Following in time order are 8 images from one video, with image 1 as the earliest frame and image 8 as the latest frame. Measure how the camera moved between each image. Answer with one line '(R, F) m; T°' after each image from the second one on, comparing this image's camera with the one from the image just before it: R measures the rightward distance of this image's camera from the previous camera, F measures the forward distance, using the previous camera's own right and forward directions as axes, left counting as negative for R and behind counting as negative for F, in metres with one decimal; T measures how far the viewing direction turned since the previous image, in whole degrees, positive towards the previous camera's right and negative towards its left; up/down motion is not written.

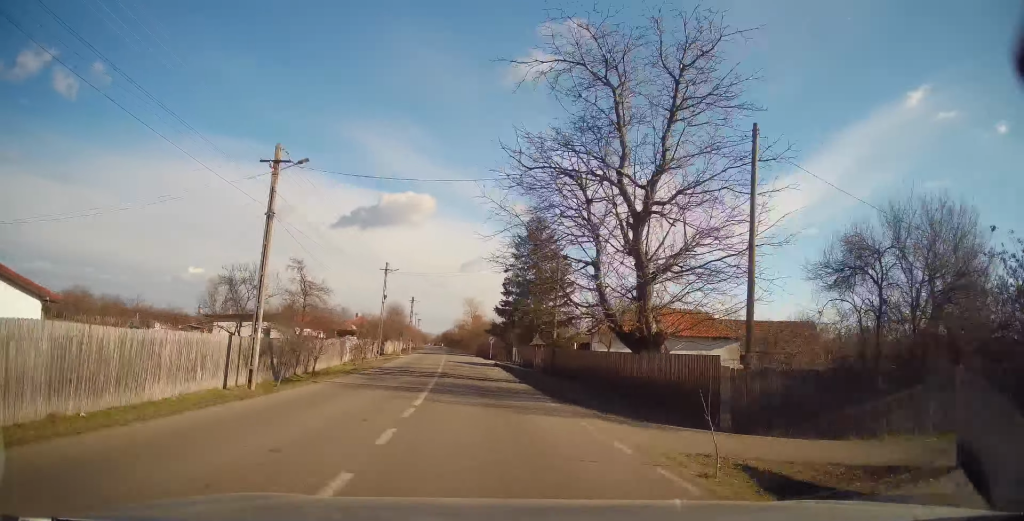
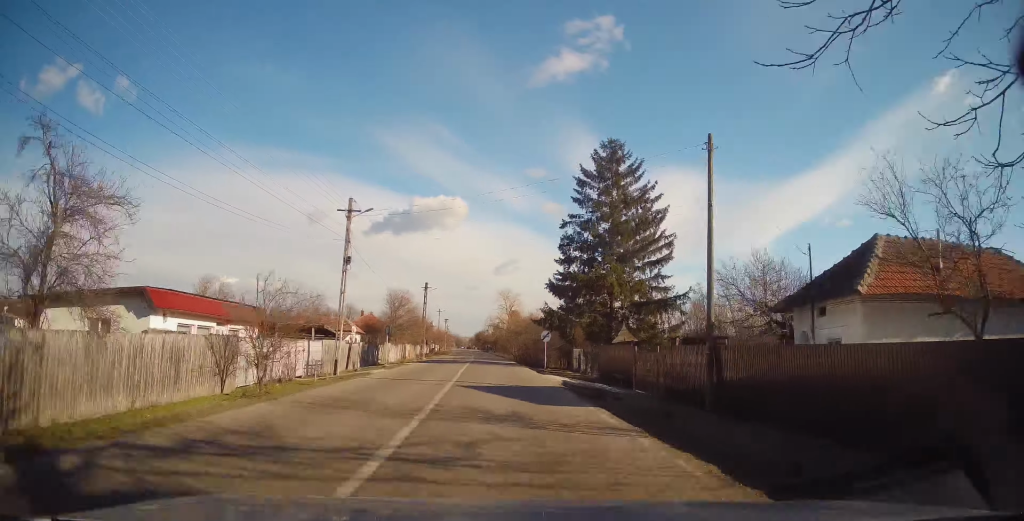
(-2.1, +21.4) m; -6°
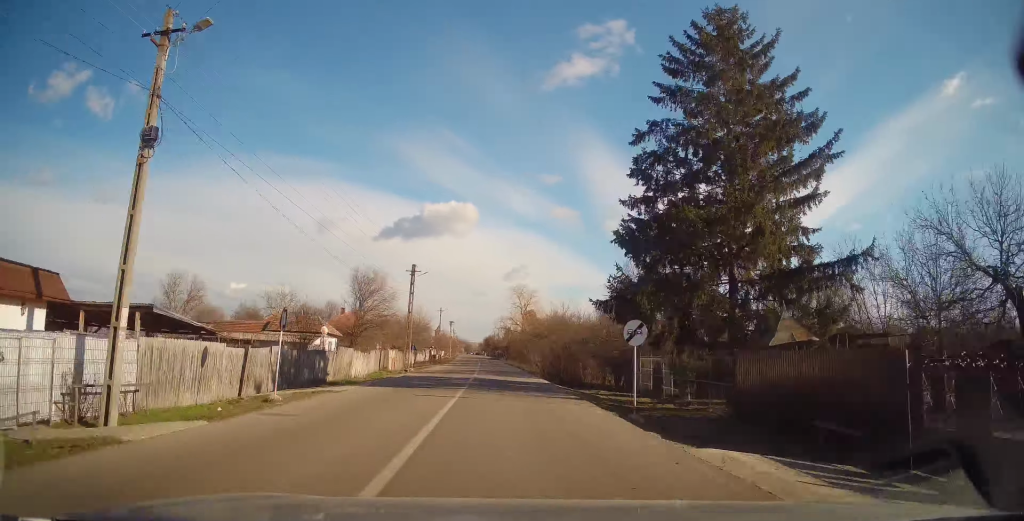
(0.0, +16.1) m; 0°
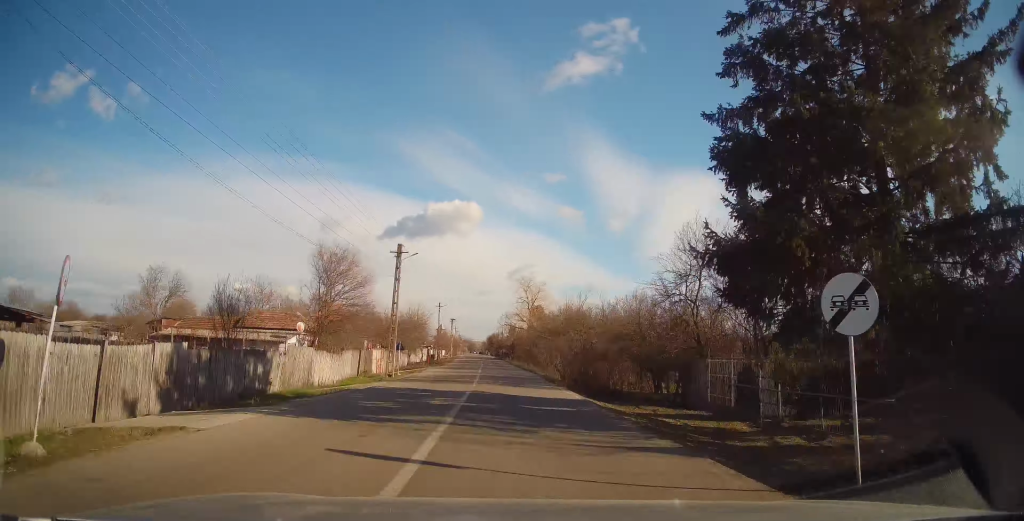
(0.0, +7.3) m; 0°
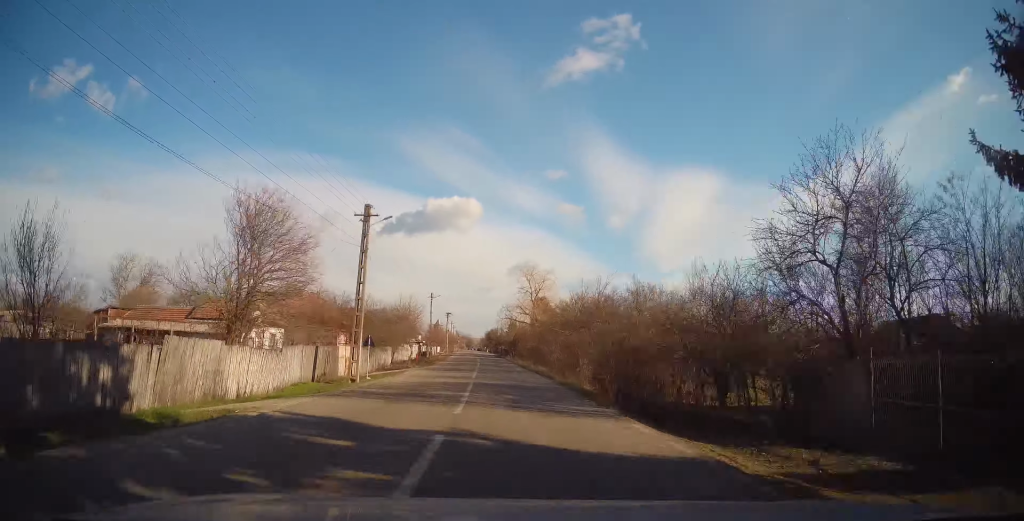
(0.0, +8.5) m; 0°
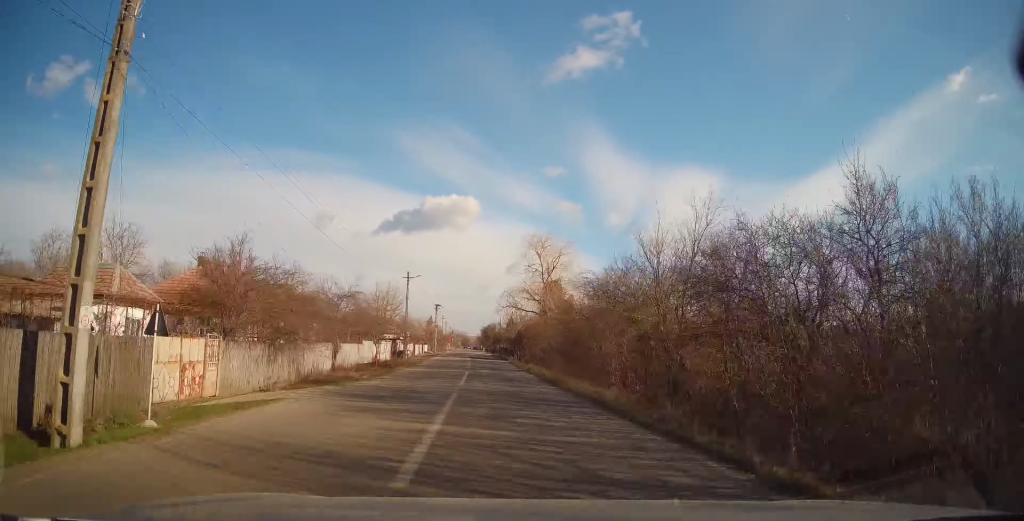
(0.0, +17.5) m; 0°
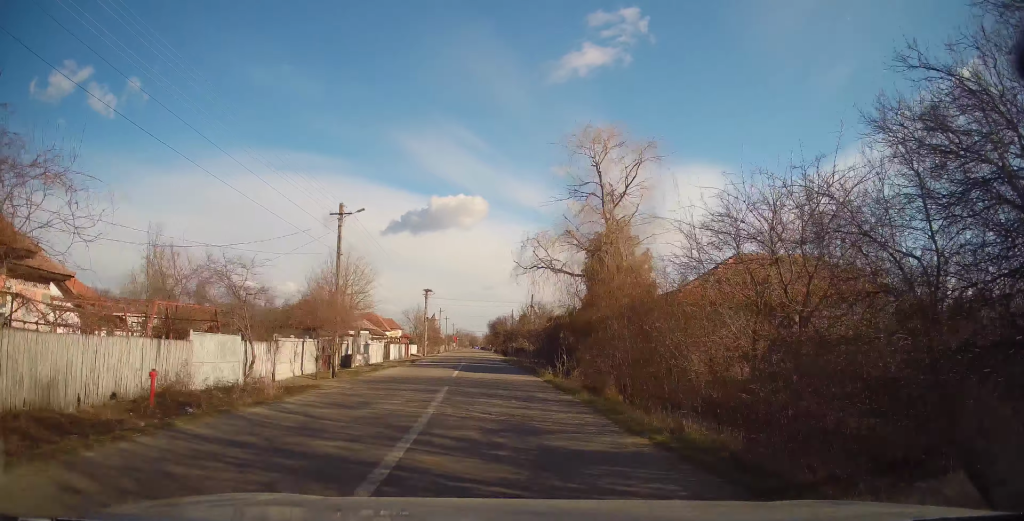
(0.0, +24.5) m; -1°
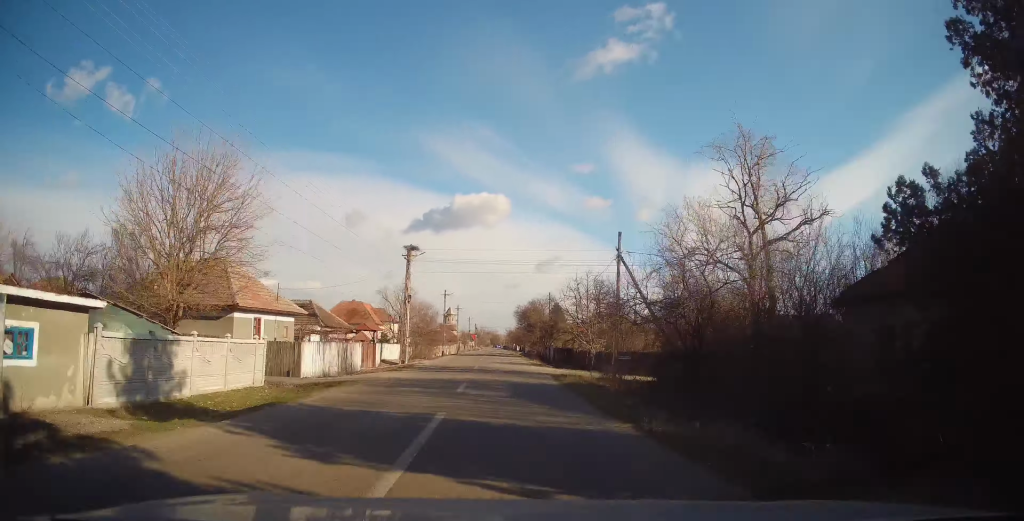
(-0.9, +29.5) m; -3°
